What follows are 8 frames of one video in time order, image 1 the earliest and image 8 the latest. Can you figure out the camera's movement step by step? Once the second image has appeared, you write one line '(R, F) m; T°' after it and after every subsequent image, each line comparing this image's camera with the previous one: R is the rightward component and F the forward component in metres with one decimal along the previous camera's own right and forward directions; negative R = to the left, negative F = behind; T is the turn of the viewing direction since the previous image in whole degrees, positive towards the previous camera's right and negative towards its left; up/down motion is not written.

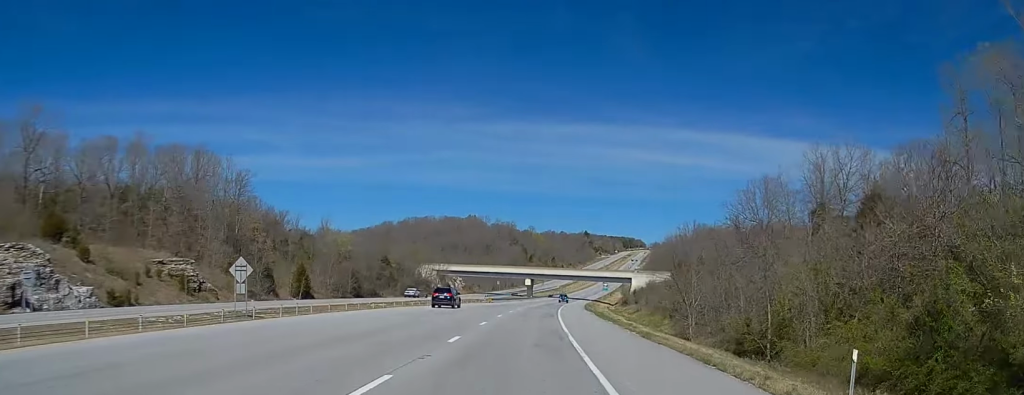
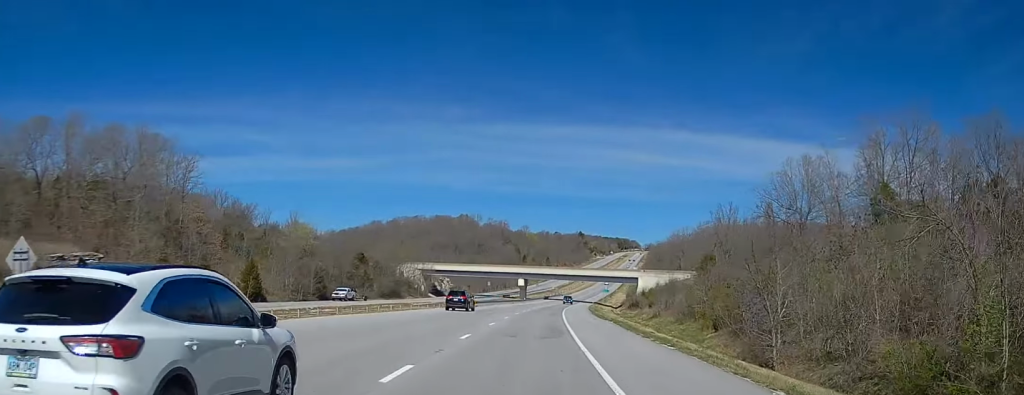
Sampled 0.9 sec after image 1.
(0.0, +22.6) m; 0°
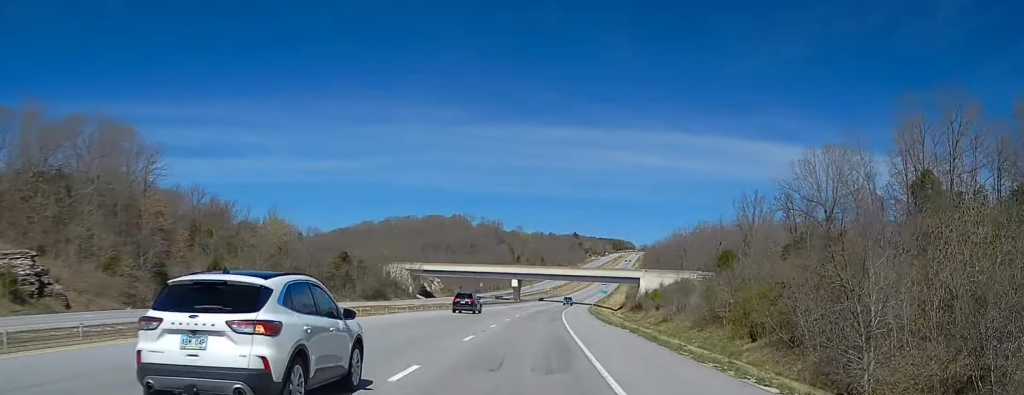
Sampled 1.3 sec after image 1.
(-0.1, +11.8) m; +1°
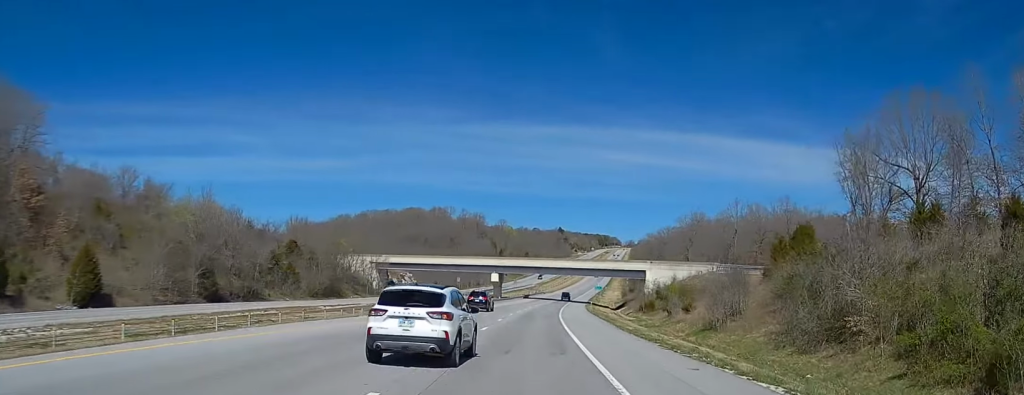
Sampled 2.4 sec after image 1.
(+0.7, +28.7) m; +2°
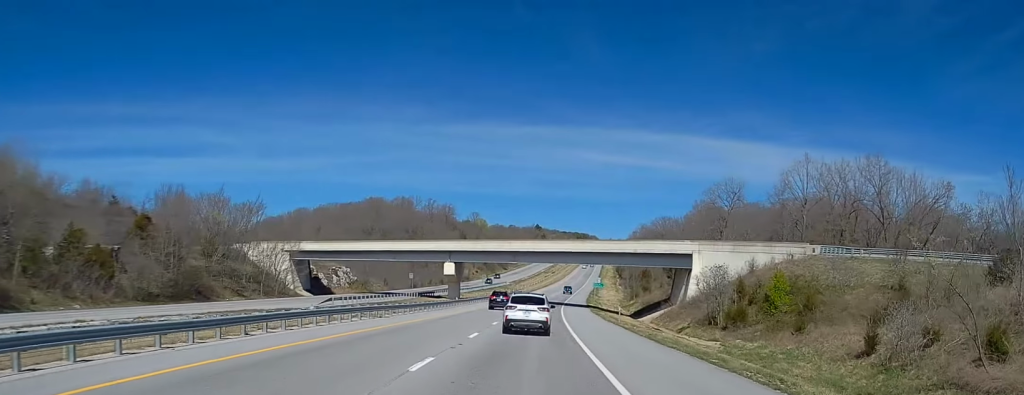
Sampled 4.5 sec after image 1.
(+0.5, +54.4) m; +1°
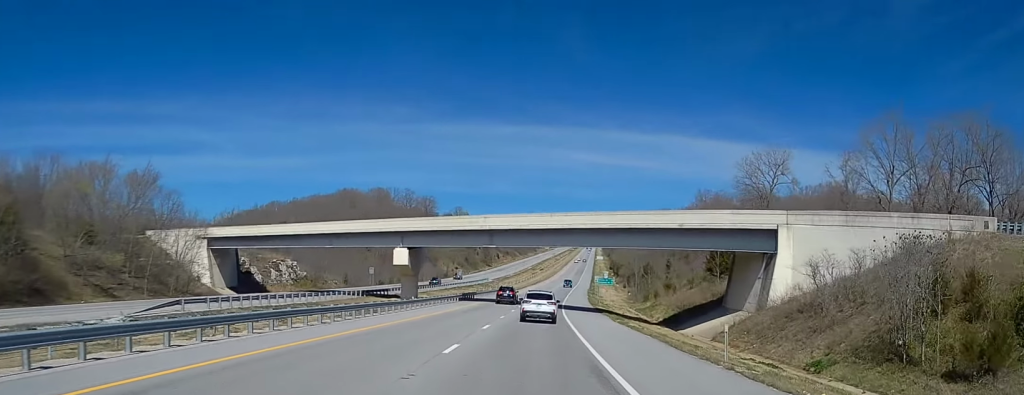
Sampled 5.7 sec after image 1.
(0.0, +32.2) m; +2°
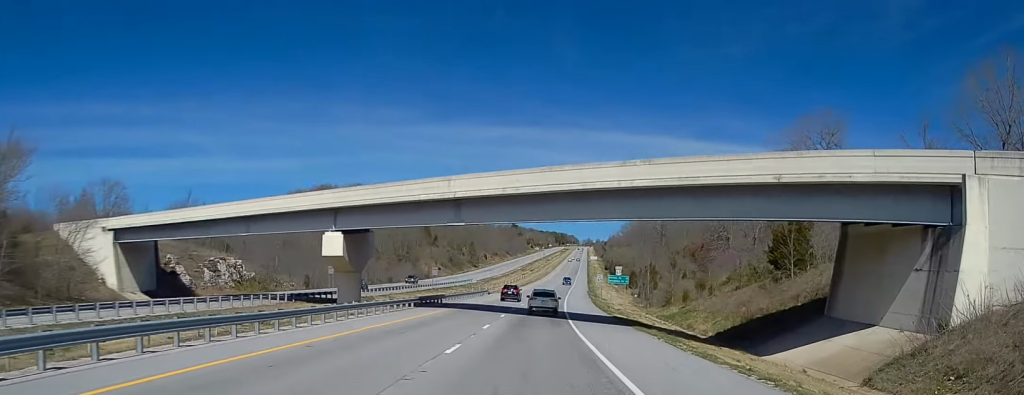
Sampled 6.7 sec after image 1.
(+0.6, +24.3) m; +2°
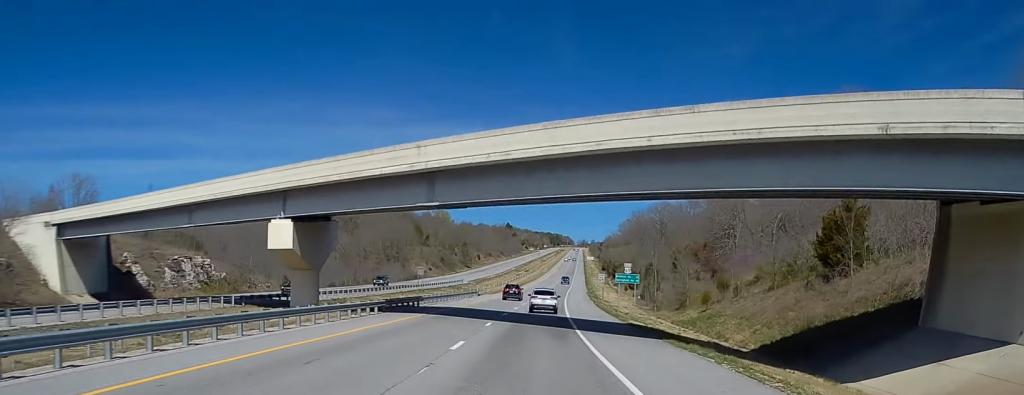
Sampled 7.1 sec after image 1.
(0.0, +10.9) m; 0°
